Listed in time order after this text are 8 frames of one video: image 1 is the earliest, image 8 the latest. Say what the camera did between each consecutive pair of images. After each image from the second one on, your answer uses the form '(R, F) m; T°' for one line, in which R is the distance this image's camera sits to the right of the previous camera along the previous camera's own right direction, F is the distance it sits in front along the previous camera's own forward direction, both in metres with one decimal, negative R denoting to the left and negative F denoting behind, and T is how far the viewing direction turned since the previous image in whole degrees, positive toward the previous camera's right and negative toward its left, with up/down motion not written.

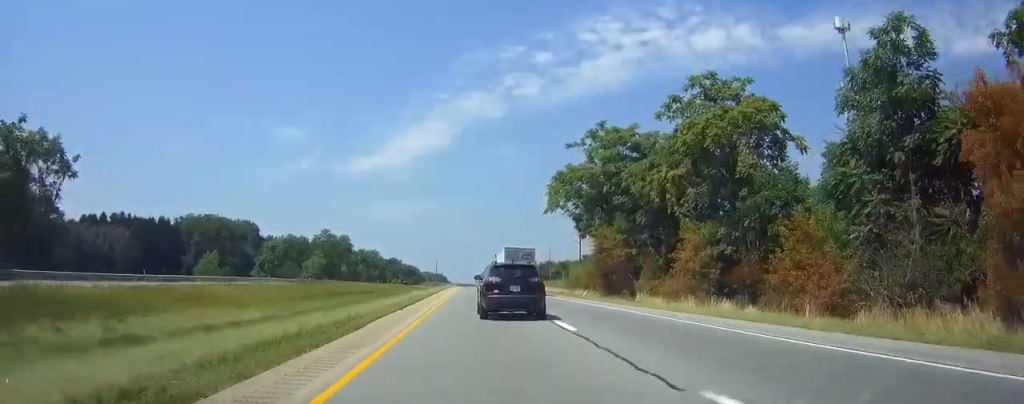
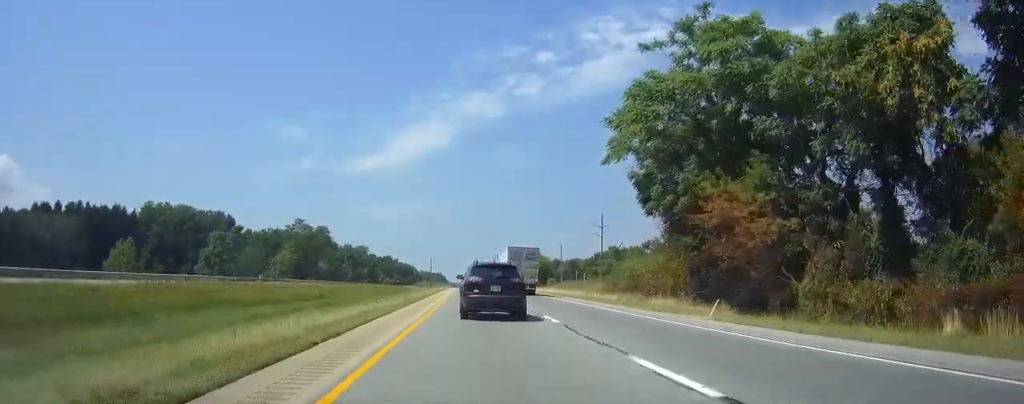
(-0.1, +33.0) m; 0°
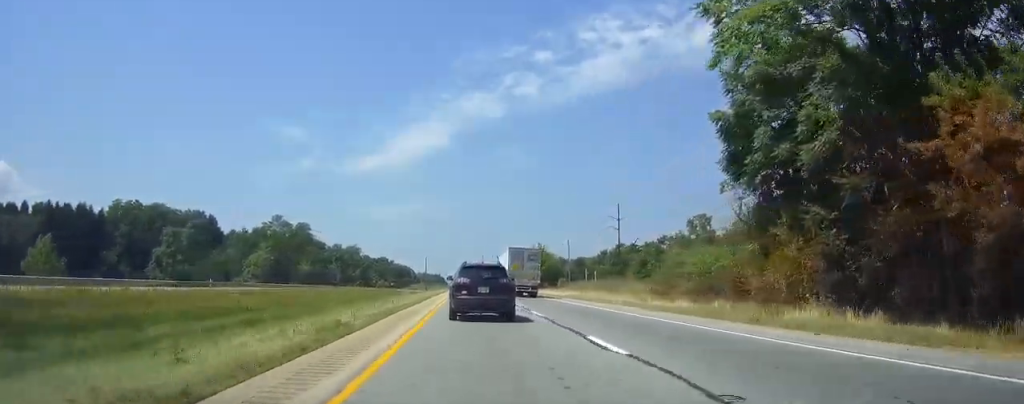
(0.0, +20.0) m; 0°
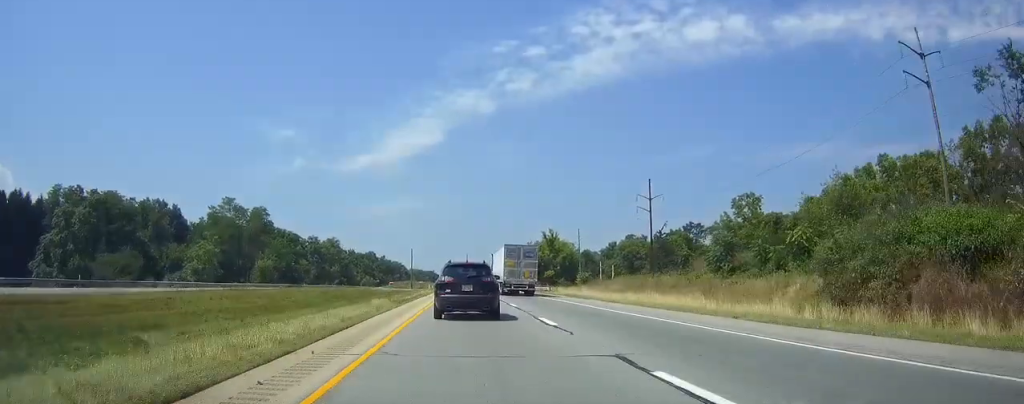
(+0.1, +30.0) m; +1°
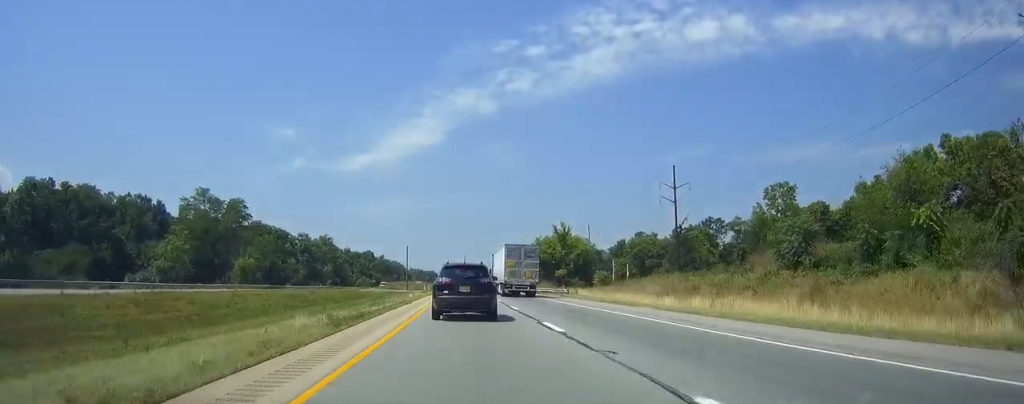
(+0.1, +14.0) m; 0°
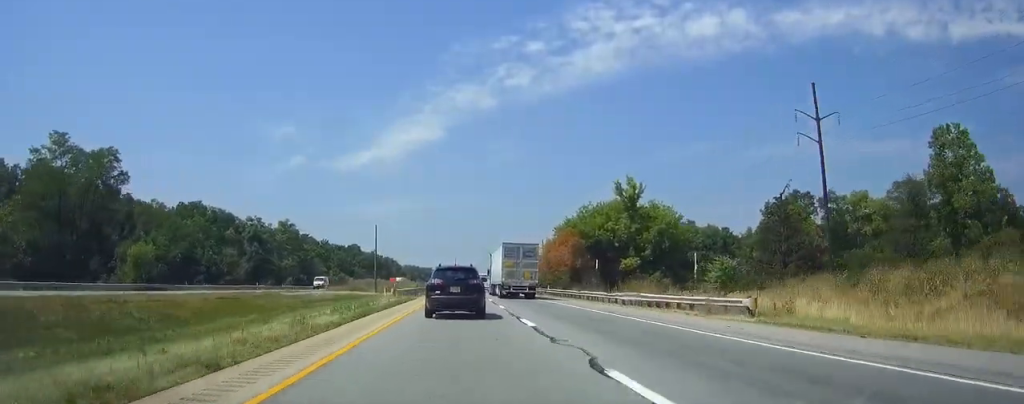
(+0.2, +46.7) m; 0°
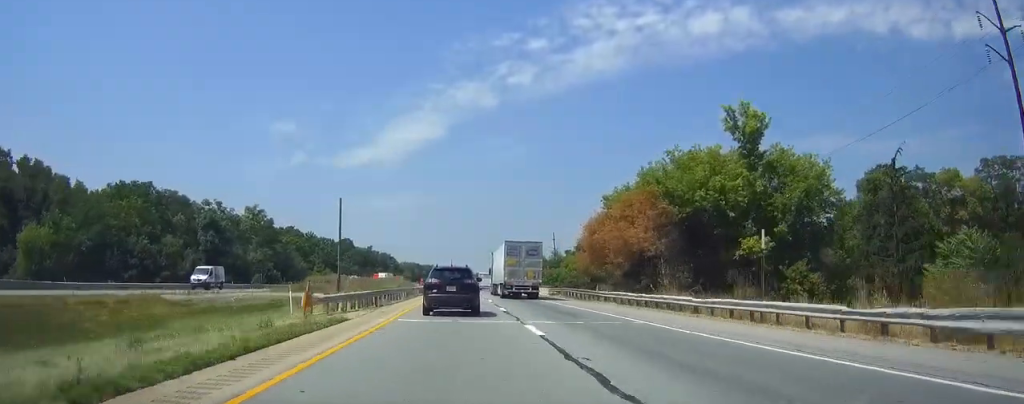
(0.0, +27.7) m; 0°
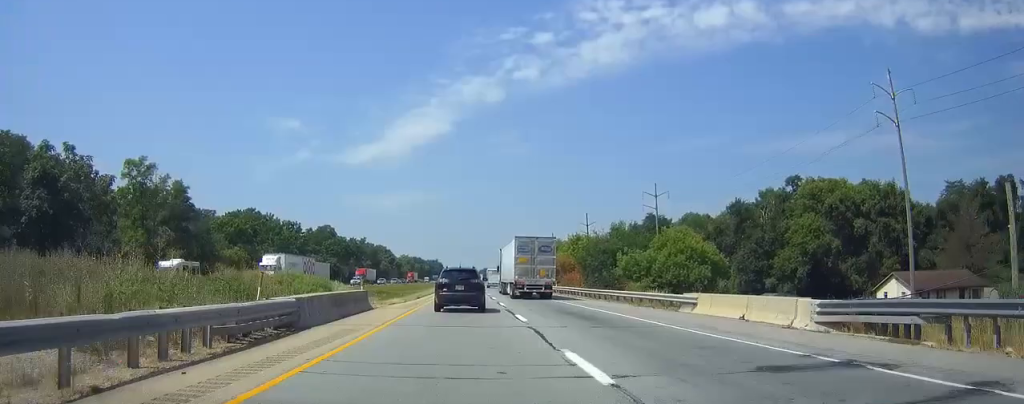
(-0.4, +55.5) m; -1°
